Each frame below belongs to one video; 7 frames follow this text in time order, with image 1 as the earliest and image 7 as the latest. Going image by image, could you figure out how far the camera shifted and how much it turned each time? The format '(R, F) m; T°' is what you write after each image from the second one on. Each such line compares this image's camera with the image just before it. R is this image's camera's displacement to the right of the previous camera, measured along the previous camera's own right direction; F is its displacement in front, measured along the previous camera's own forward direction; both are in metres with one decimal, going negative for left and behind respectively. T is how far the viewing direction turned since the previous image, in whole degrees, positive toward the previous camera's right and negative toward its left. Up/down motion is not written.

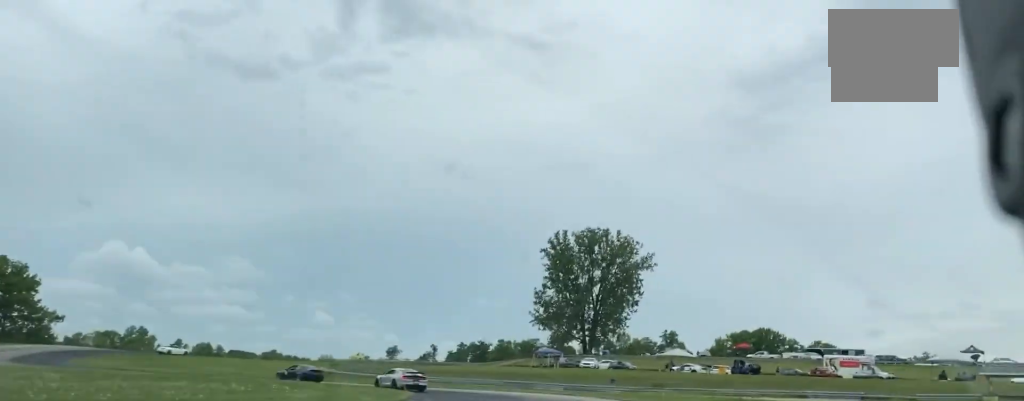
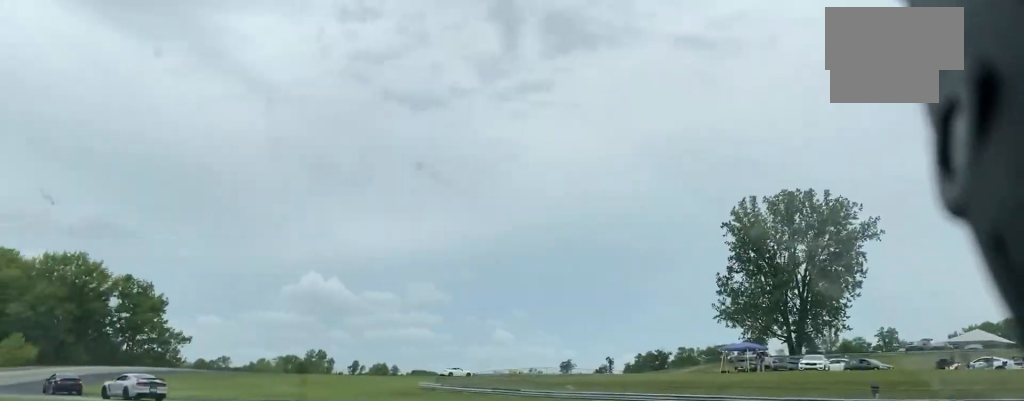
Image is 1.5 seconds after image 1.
(+1.5, +31.9) m; -10°
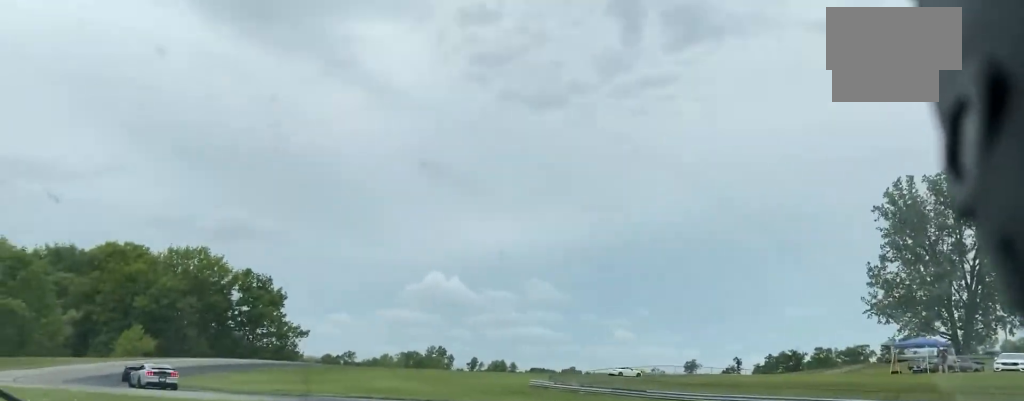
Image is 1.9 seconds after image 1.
(-0.4, +8.6) m; -9°
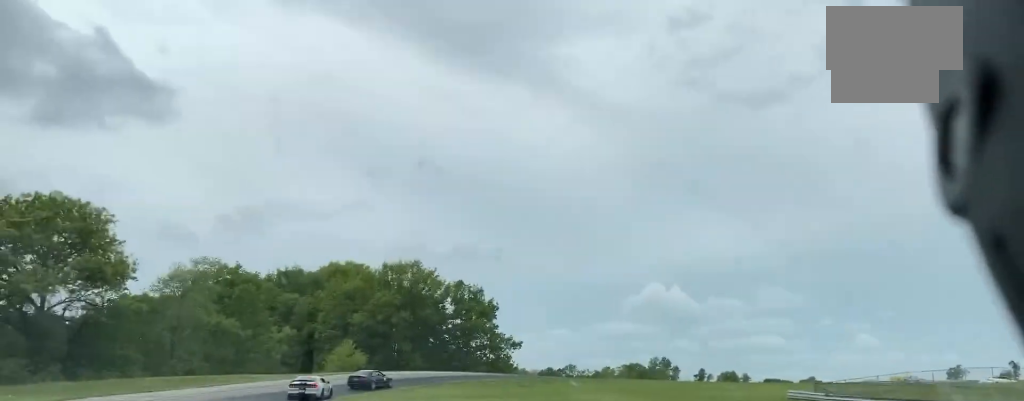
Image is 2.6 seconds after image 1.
(-2.0, +14.5) m; -20°
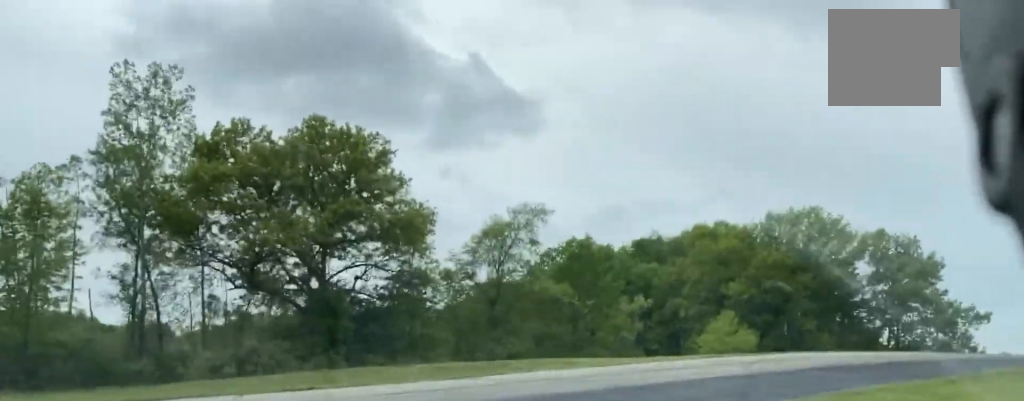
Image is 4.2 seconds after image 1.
(-10.3, +32.3) m; -18°
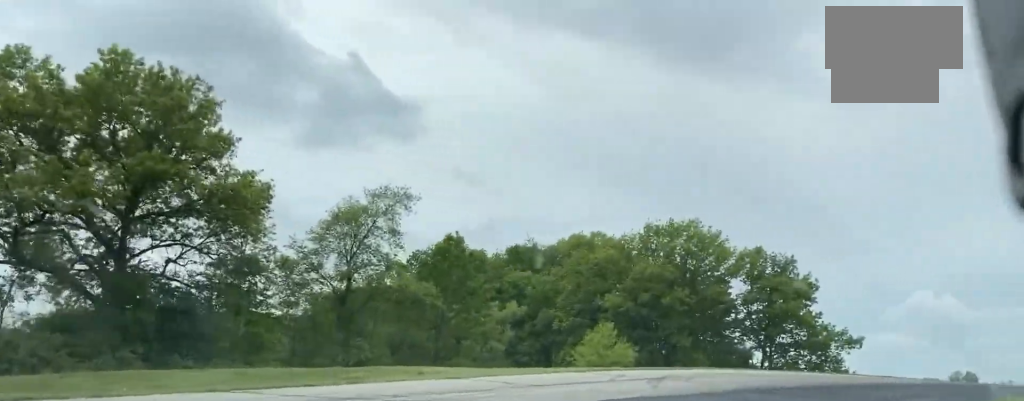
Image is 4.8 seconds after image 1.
(-0.5, +10.7) m; +5°
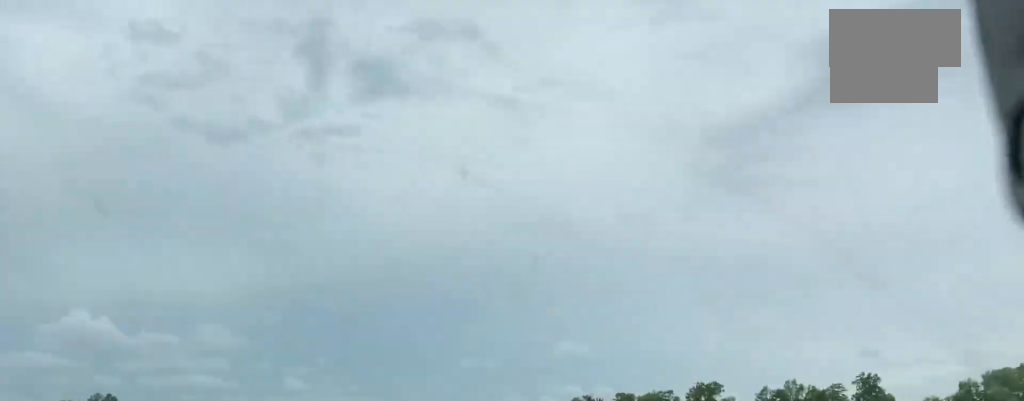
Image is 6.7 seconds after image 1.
(+14.4, +27.2) m; +65°
